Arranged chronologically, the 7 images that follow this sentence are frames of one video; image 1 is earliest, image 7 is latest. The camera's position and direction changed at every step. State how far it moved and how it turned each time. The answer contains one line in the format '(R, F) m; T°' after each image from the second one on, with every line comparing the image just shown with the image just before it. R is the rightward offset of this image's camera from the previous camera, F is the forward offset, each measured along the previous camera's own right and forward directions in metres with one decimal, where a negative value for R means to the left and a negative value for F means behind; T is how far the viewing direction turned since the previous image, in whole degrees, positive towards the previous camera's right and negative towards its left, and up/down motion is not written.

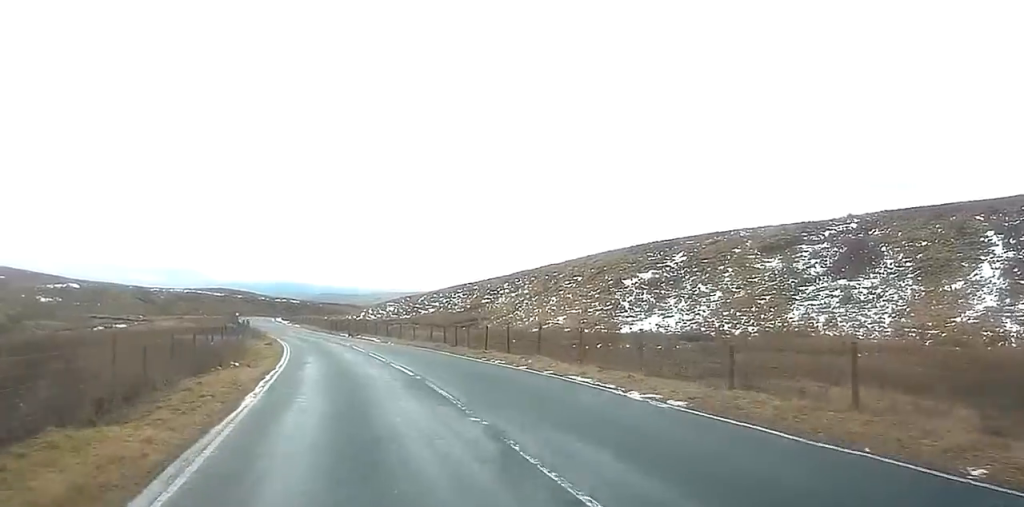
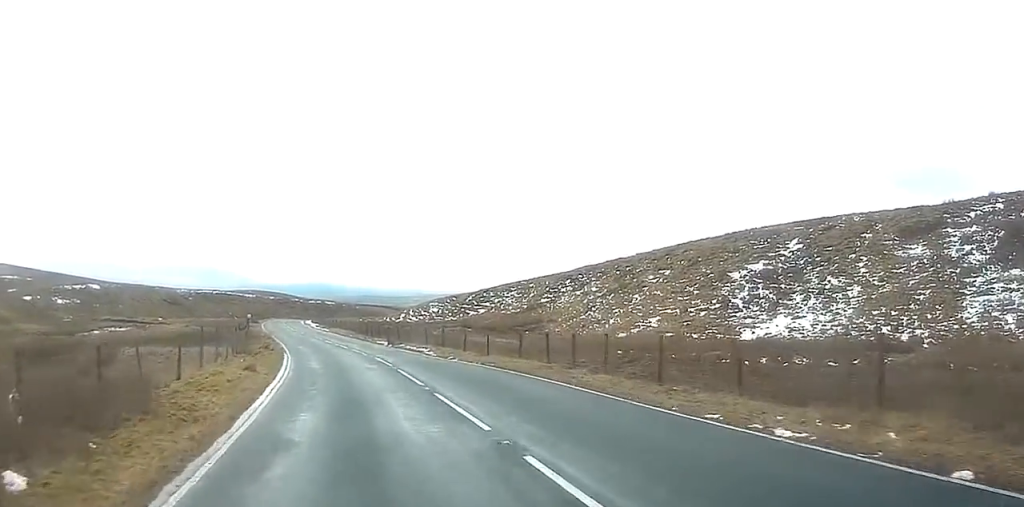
(-0.2, +16.6) m; -4°
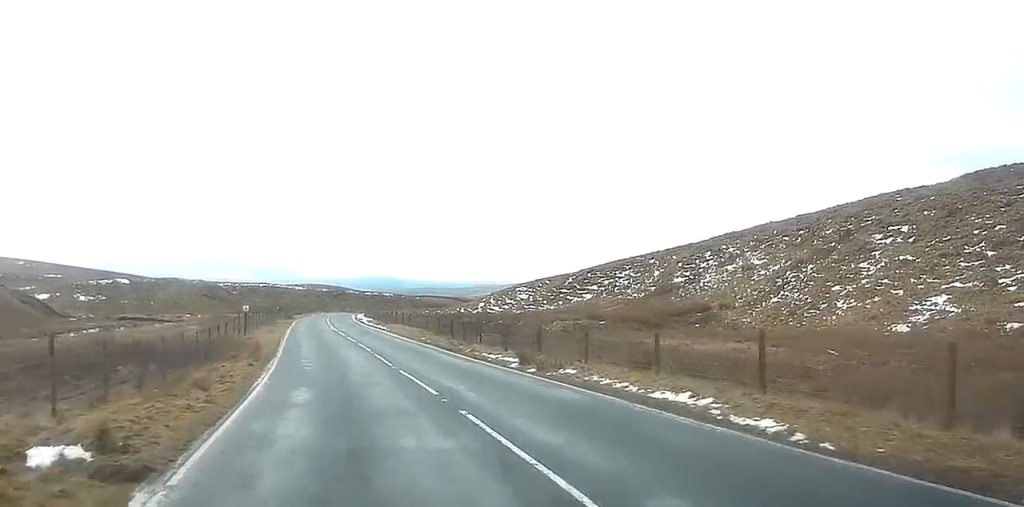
(-1.9, +31.3) m; -5°
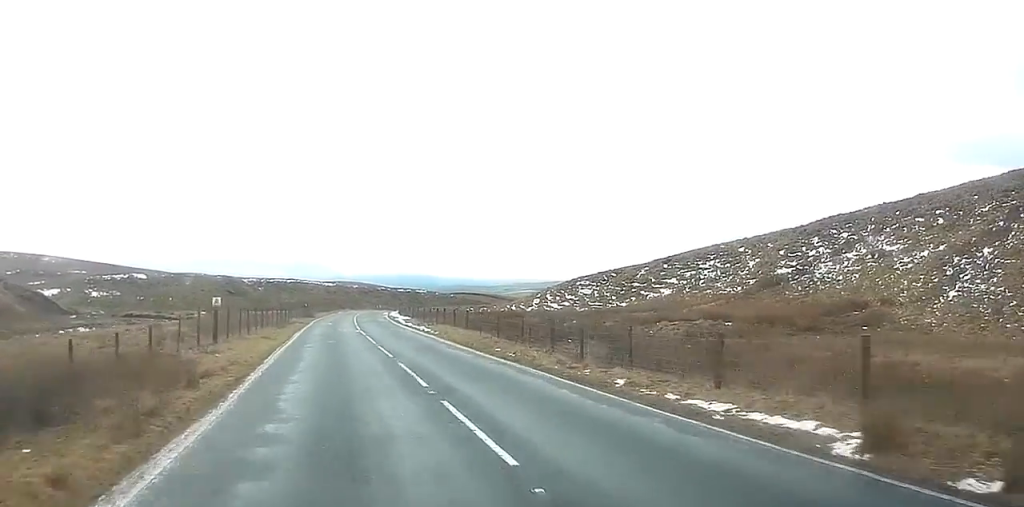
(-0.1, +16.7) m; -2°
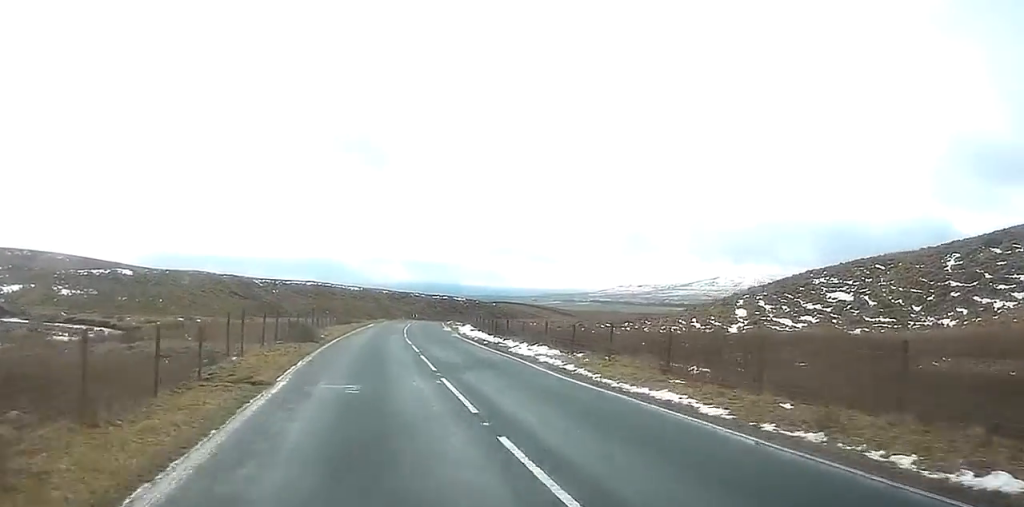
(-1.5, +46.0) m; -1°
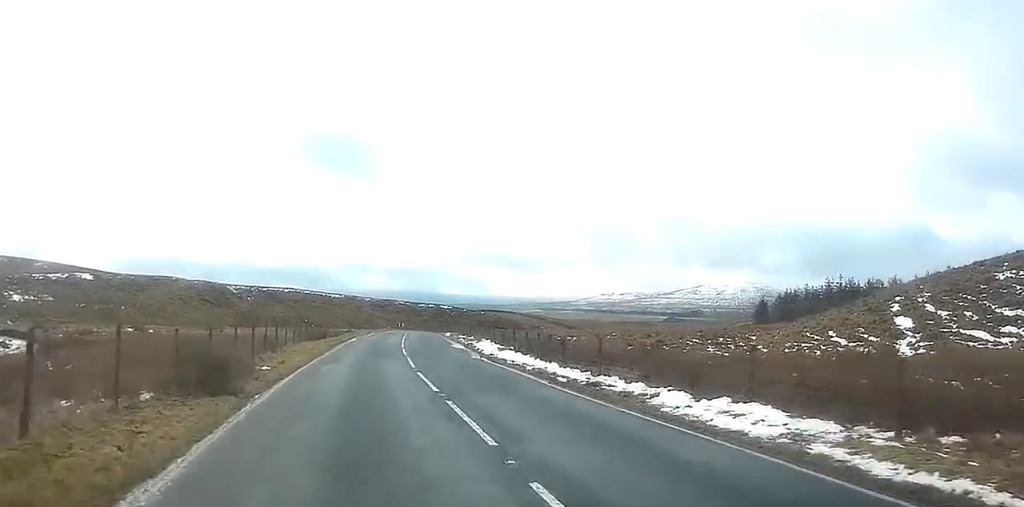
(+0.2, +18.2) m; +1°
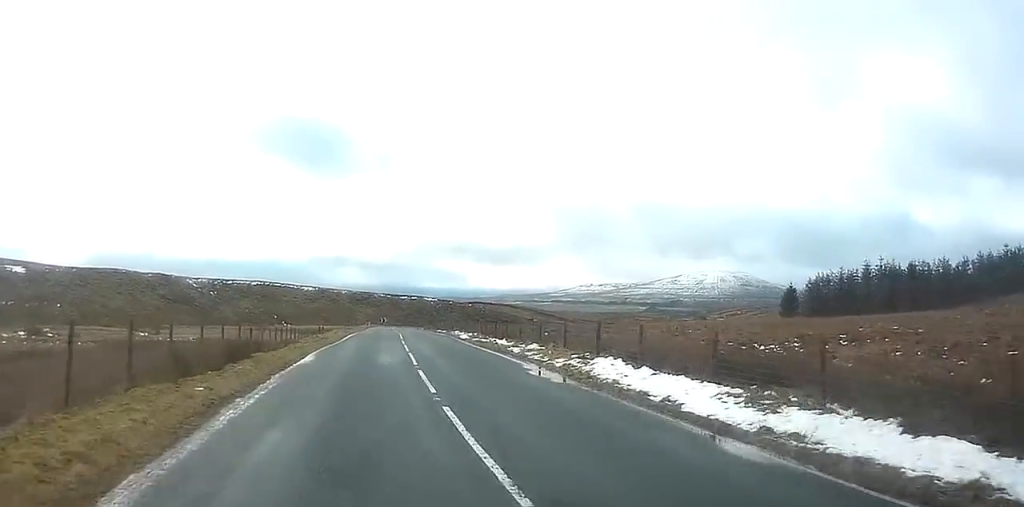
(+0.4, +27.8) m; +2°
